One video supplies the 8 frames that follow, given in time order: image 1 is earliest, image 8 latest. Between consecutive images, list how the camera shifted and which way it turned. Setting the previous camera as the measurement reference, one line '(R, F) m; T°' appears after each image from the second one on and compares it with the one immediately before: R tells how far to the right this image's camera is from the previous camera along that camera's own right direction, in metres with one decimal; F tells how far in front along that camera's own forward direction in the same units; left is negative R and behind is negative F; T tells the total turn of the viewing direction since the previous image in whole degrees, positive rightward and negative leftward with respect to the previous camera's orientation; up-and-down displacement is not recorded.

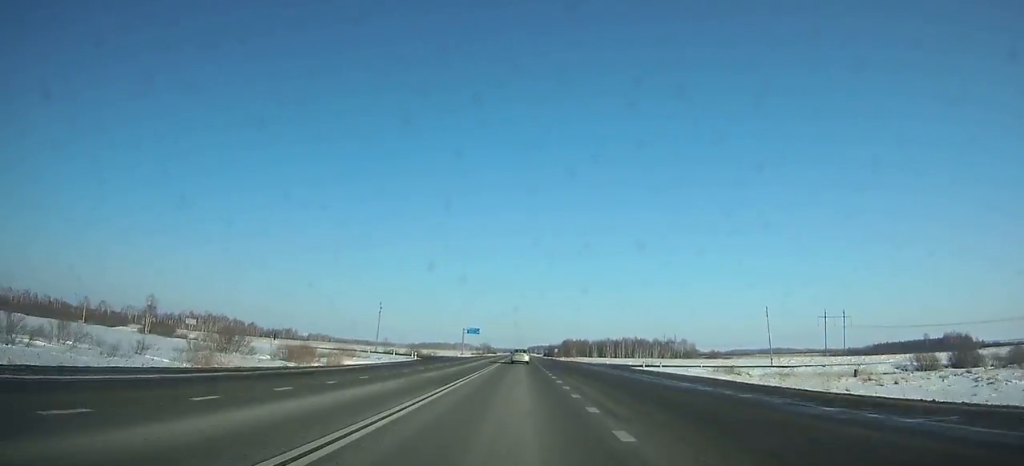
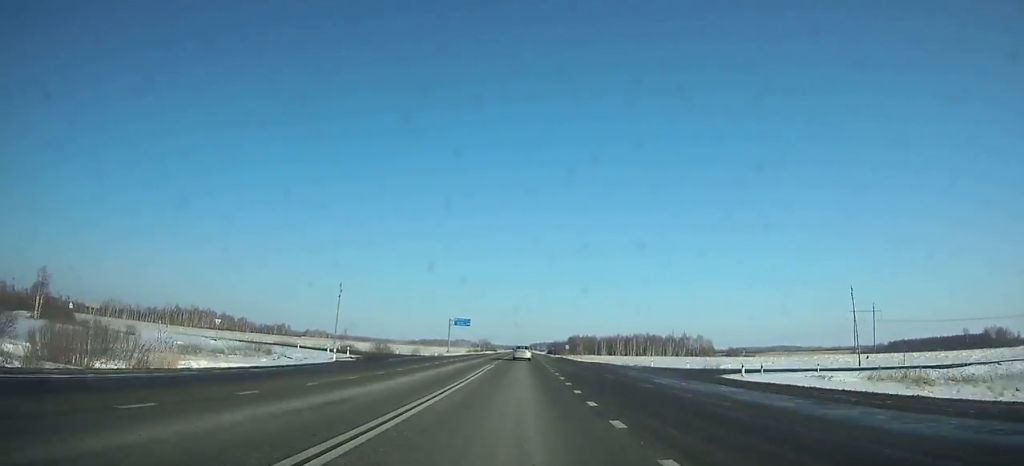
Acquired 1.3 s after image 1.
(-0.1, +30.3) m; 0°
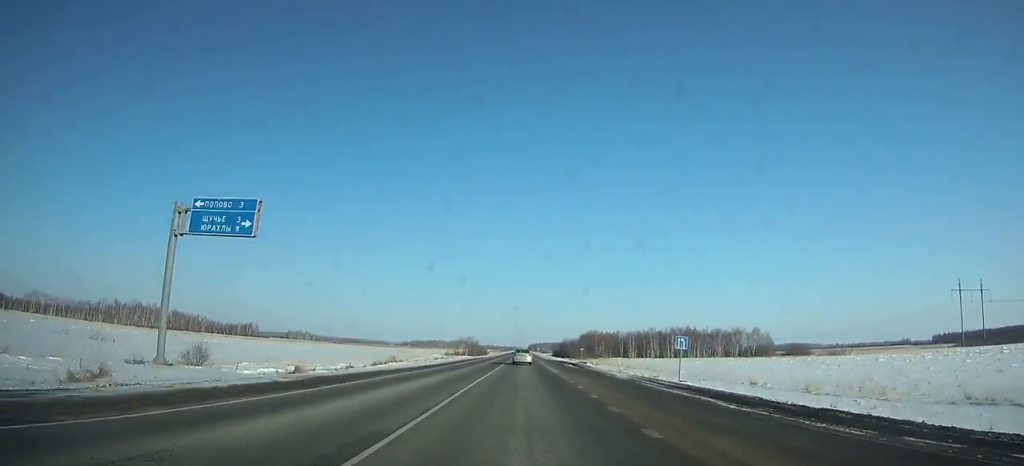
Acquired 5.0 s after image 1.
(+0.3, +87.6) m; 0°
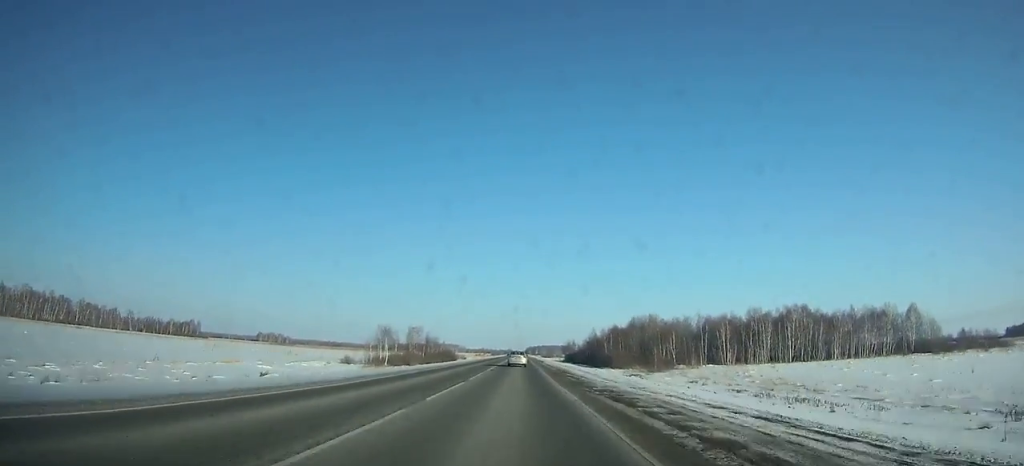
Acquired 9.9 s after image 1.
(+0.5, +118.3) m; 0°
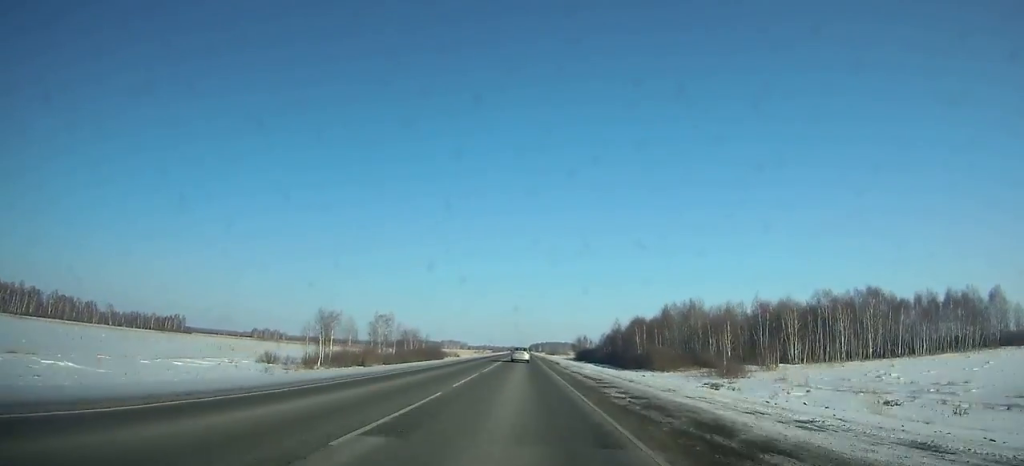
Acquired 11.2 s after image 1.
(0.0, +31.7) m; 0°
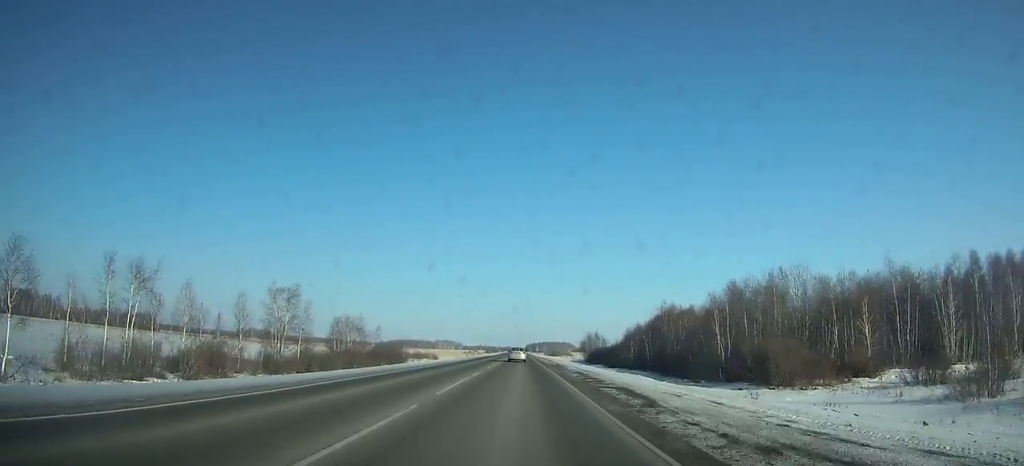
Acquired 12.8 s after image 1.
(0.0, +39.2) m; 0°
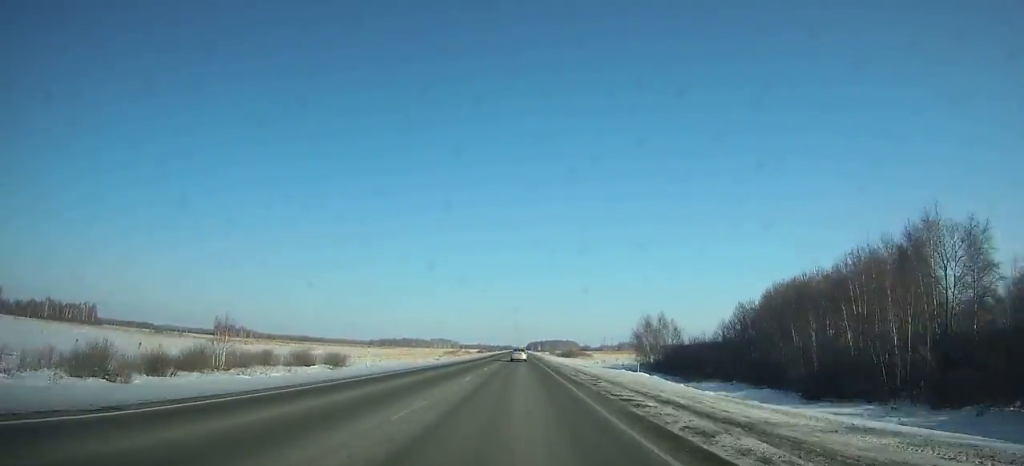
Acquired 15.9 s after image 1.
(0.0, +77.0) m; 0°
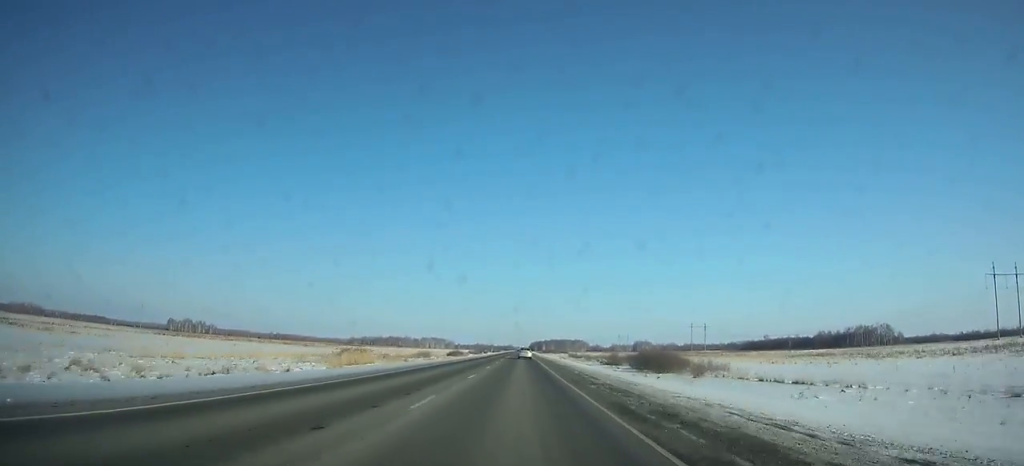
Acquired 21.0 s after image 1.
(-0.1, +129.9) m; 0°
